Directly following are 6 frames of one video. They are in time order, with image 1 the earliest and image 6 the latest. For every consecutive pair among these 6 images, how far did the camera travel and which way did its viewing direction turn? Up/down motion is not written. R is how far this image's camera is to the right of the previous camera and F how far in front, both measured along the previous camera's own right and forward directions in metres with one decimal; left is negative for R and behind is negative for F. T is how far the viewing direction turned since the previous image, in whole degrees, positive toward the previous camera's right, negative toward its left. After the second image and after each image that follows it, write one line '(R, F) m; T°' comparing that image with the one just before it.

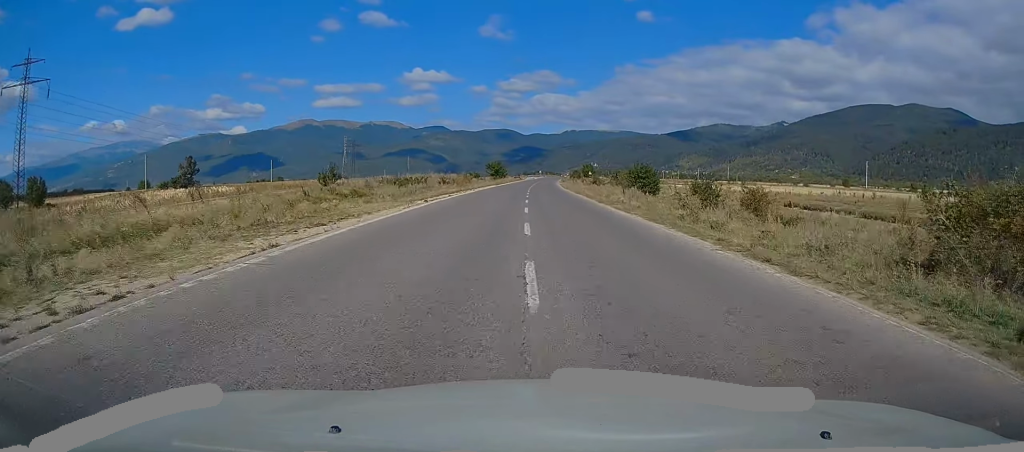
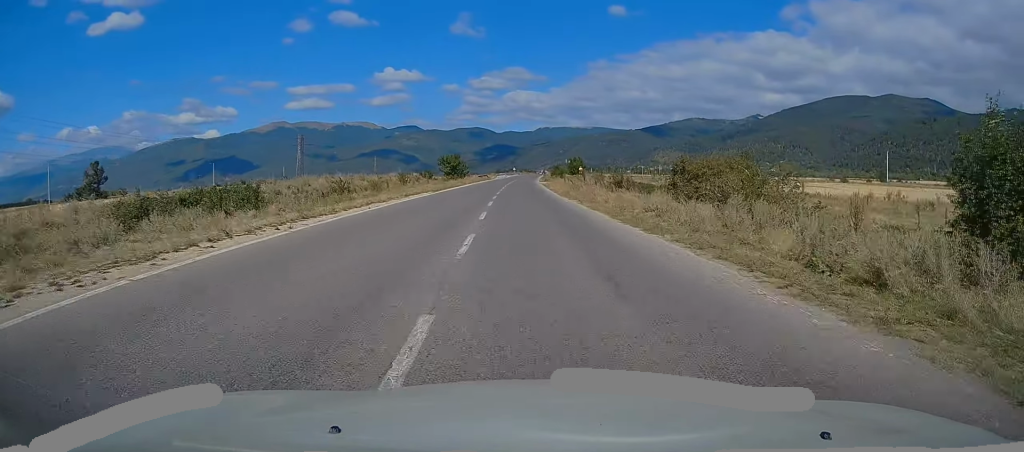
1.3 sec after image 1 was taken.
(+1.0, +34.6) m; +2°
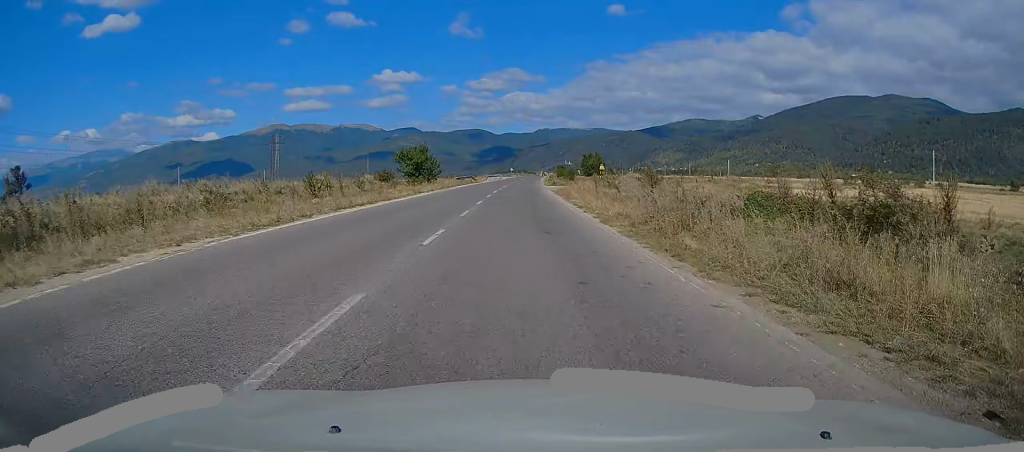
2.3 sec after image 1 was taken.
(+0.1, +29.2) m; 0°
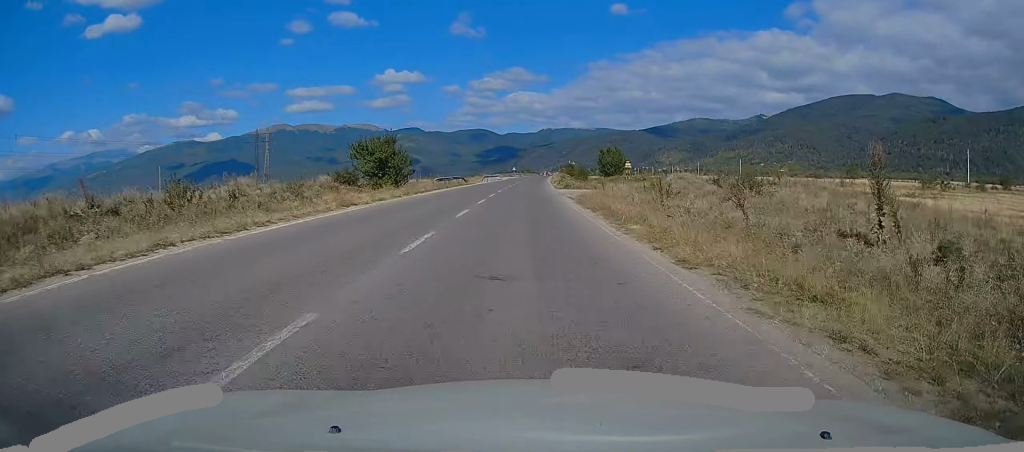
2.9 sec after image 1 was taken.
(0.0, +16.4) m; 0°
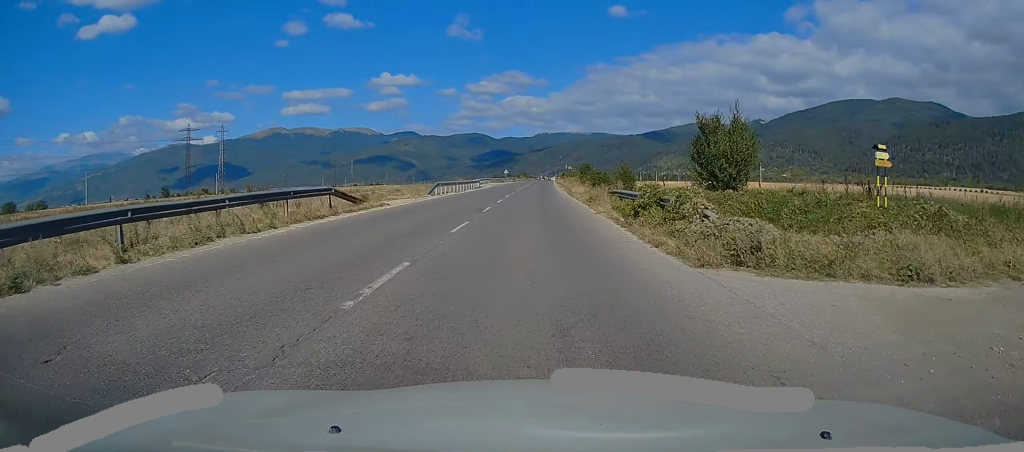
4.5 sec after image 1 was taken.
(+0.1, +42.1) m; 0°
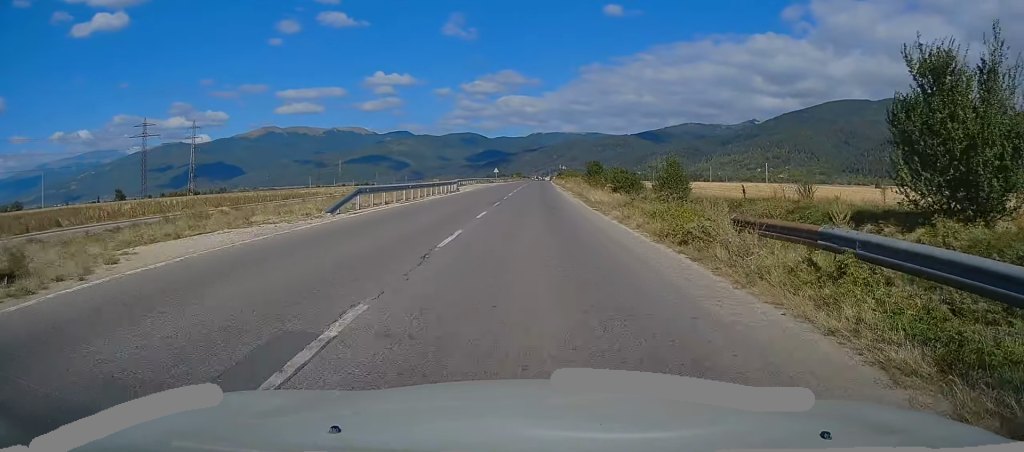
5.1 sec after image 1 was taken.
(0.0, +18.5) m; 0°
